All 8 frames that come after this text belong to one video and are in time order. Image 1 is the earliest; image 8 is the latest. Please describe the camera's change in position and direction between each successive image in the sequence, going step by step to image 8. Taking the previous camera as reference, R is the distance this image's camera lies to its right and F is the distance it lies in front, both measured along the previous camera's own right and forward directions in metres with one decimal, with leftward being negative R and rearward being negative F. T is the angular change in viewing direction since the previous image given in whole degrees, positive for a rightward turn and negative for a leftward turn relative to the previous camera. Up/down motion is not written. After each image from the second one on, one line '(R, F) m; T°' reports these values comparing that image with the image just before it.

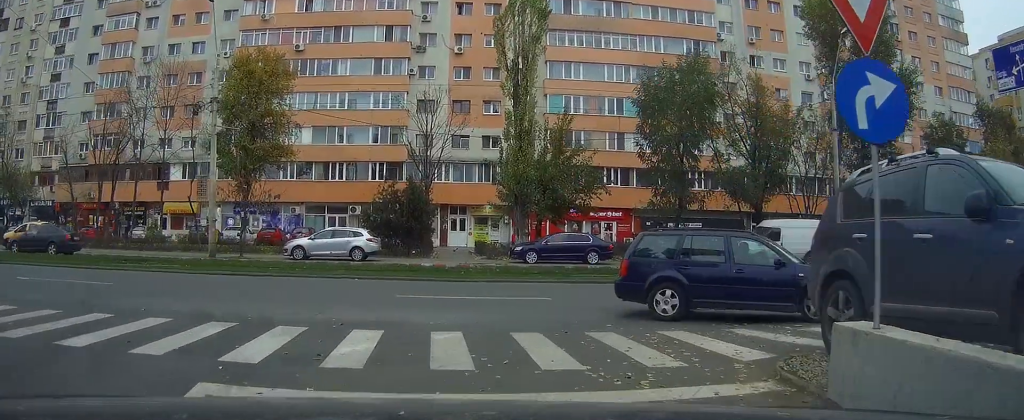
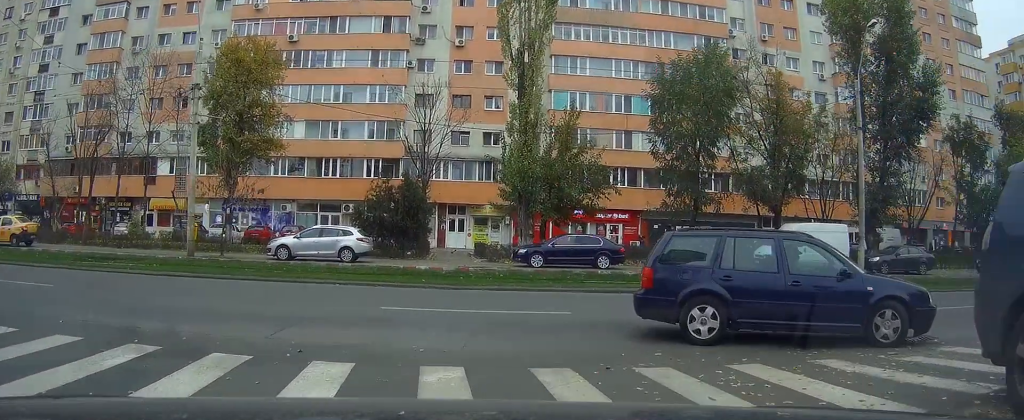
(0.0, +3.2) m; 0°
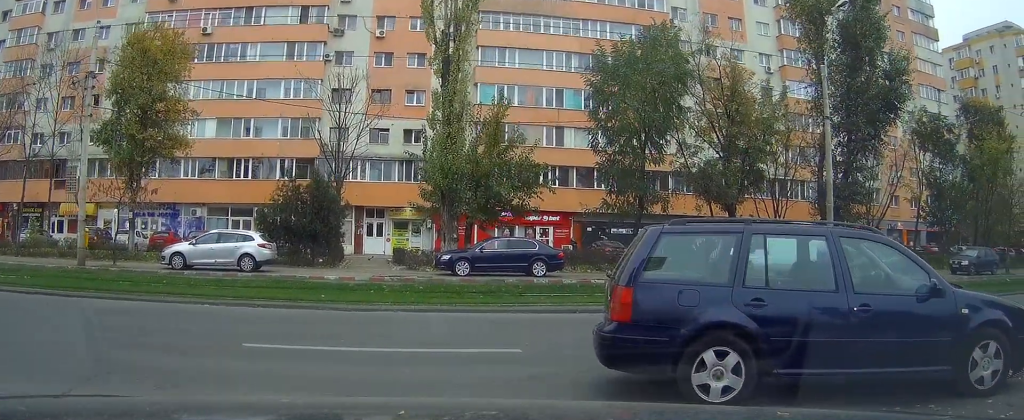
(0.0, +5.2) m; +3°
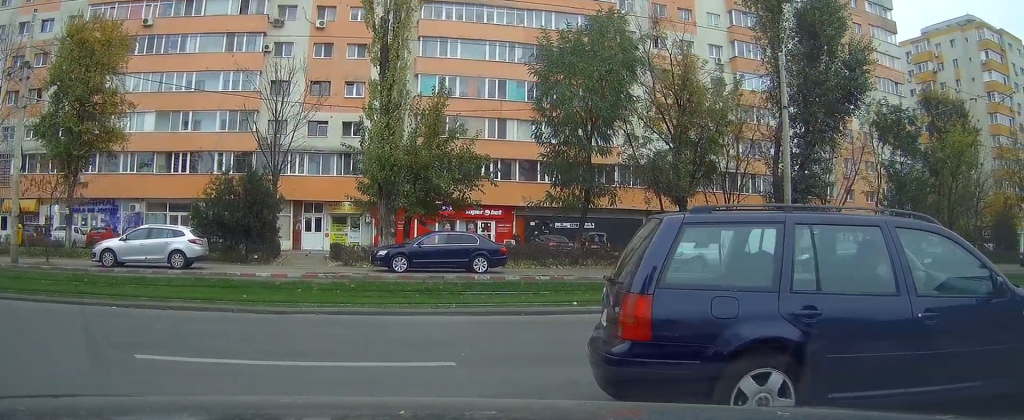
(+0.1, +2.3) m; +7°
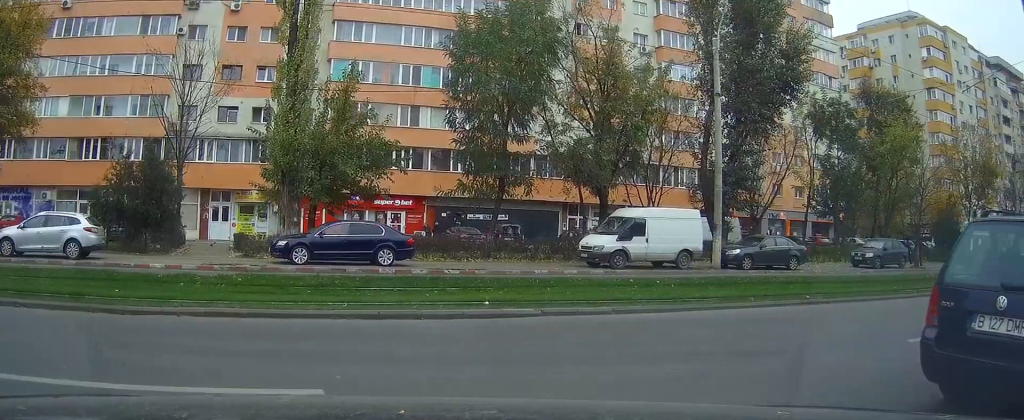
(+0.4, +2.7) m; +21°
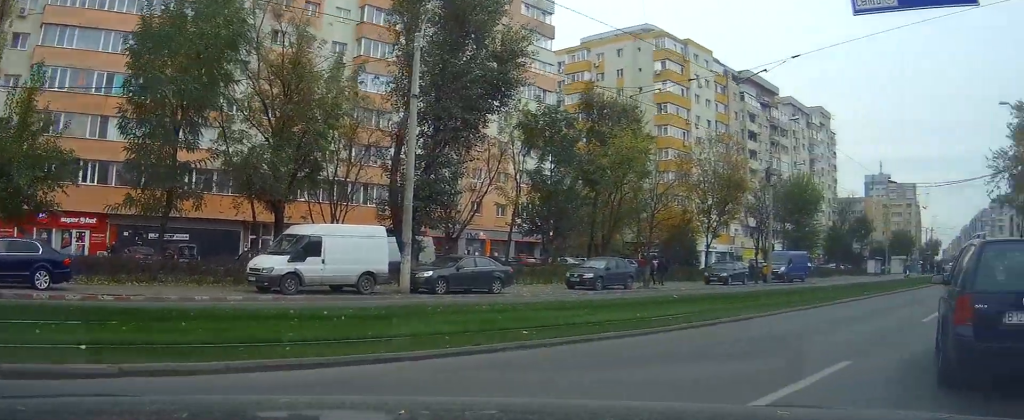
(+0.3, +2.7) m; +20°
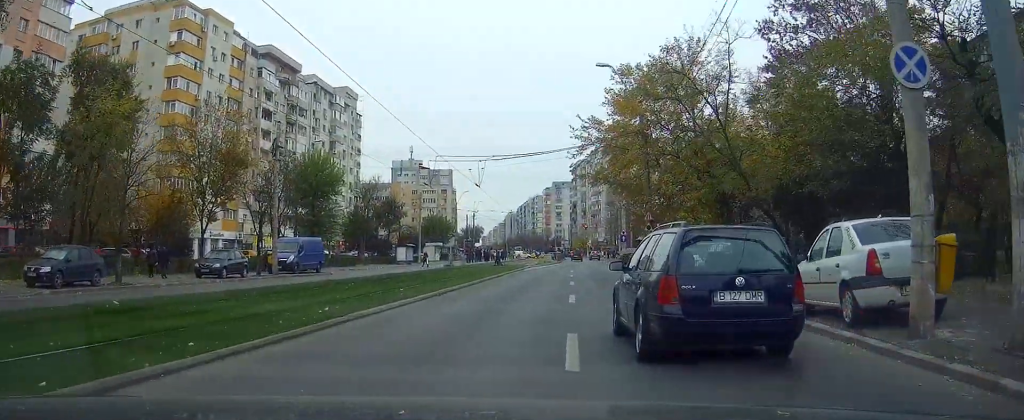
(+1.5, +5.8) m; +23°
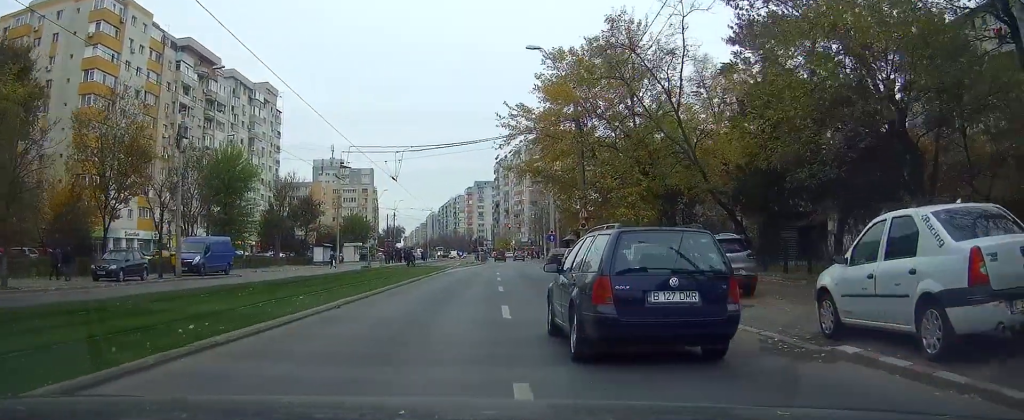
(+0.2, +3.3) m; +6°
